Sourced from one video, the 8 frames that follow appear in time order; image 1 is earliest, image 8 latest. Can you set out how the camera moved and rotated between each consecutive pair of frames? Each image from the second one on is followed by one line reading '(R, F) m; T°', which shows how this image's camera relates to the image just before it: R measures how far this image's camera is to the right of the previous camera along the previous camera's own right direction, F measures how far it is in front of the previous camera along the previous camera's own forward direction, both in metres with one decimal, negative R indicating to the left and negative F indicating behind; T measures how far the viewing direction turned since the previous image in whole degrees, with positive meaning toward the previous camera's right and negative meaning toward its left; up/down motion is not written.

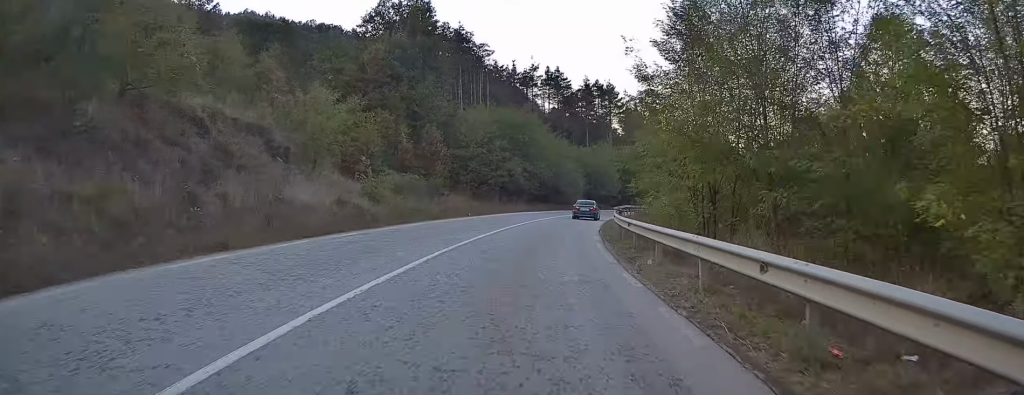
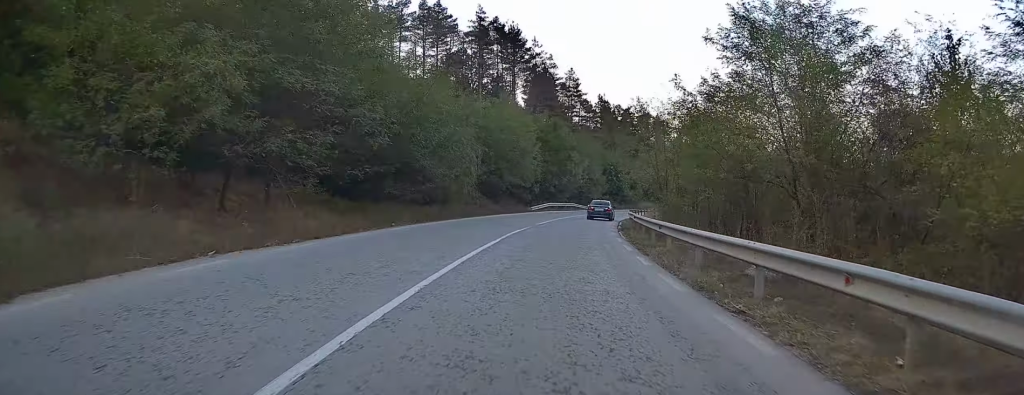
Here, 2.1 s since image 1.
(+4.0, +48.9) m; +9°
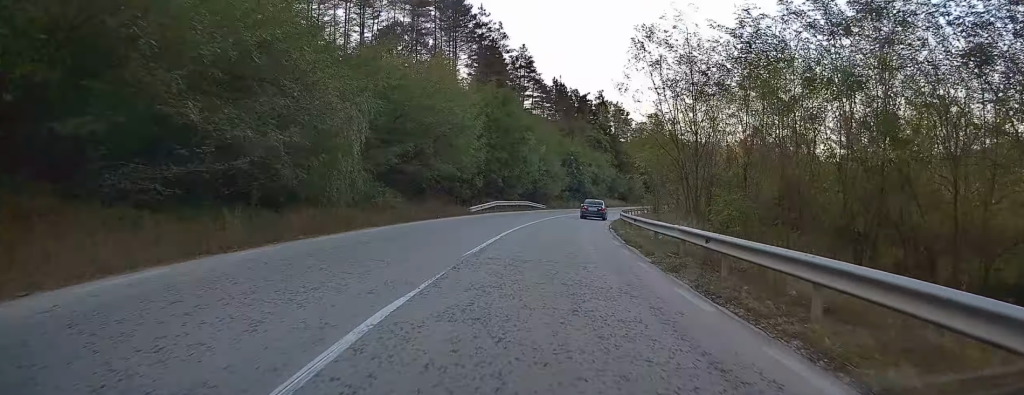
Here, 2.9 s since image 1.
(+0.4, +17.9) m; +3°
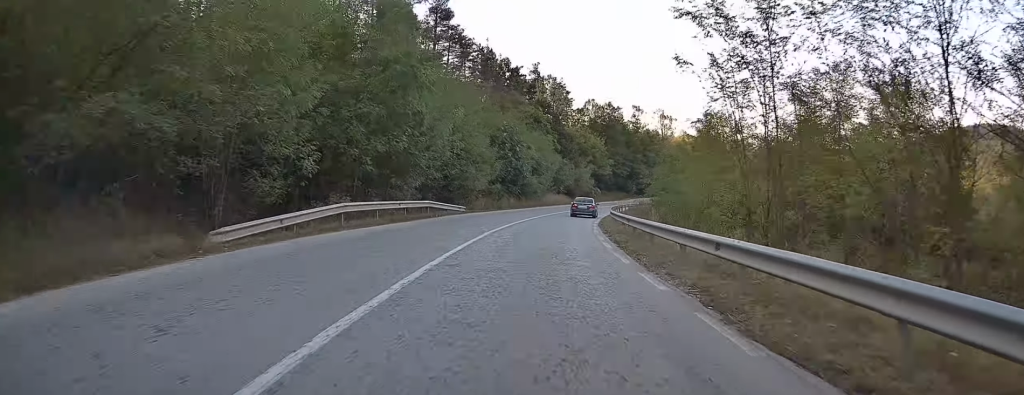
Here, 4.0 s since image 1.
(+1.0, +26.1) m; +6°
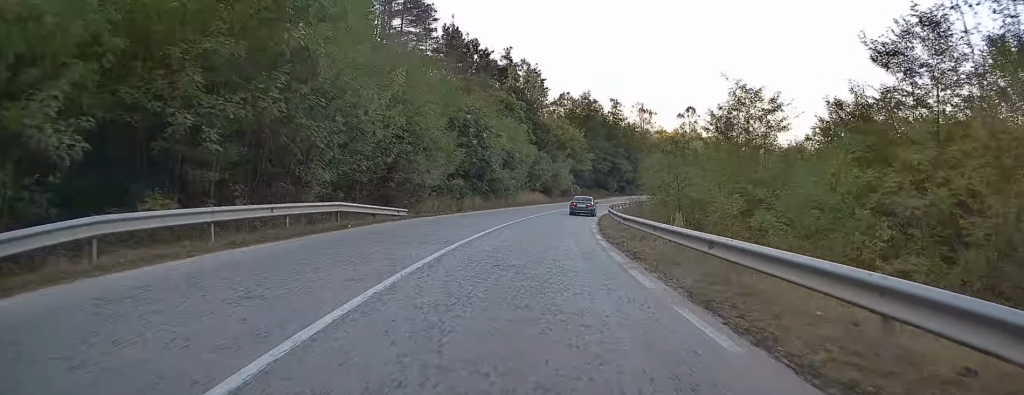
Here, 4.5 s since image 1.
(+0.7, +11.5) m; +3°
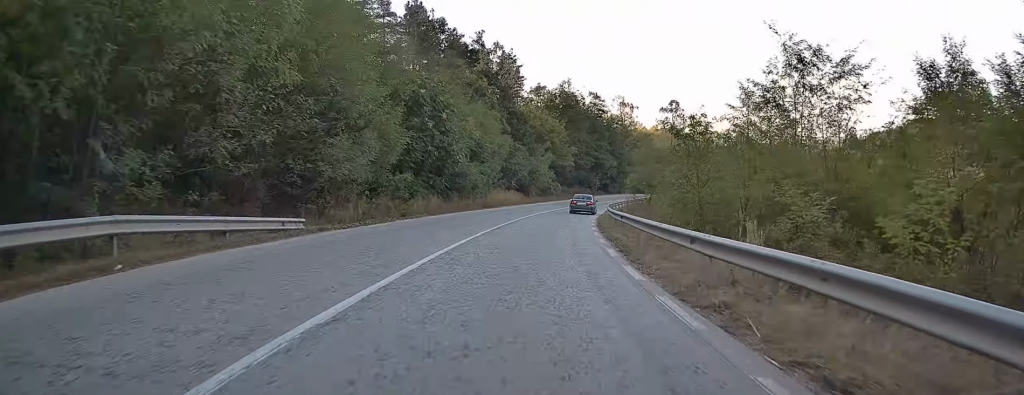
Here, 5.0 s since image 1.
(0.0, +10.8) m; +3°
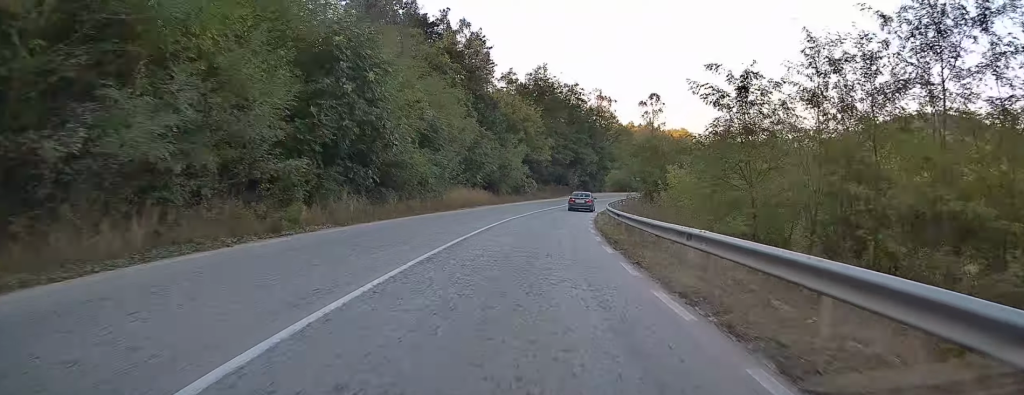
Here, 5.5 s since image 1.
(+0.5, +11.8) m; +2°
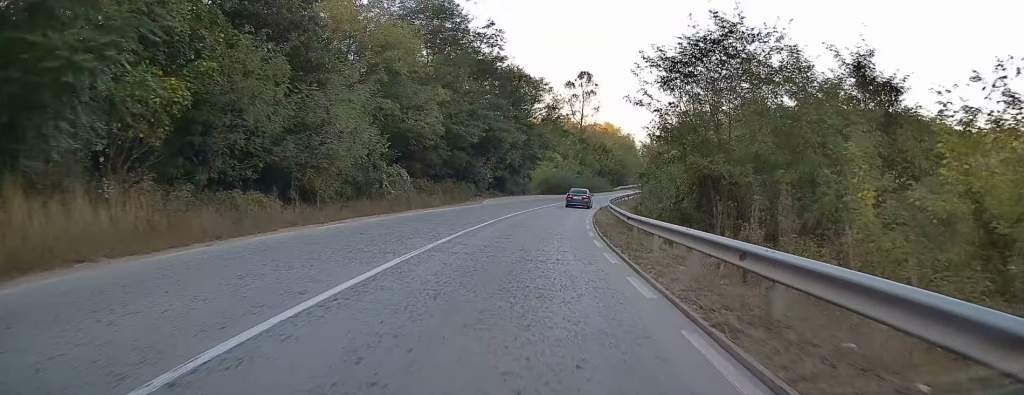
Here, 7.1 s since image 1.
(+2.7, +39.0) m; +9°
